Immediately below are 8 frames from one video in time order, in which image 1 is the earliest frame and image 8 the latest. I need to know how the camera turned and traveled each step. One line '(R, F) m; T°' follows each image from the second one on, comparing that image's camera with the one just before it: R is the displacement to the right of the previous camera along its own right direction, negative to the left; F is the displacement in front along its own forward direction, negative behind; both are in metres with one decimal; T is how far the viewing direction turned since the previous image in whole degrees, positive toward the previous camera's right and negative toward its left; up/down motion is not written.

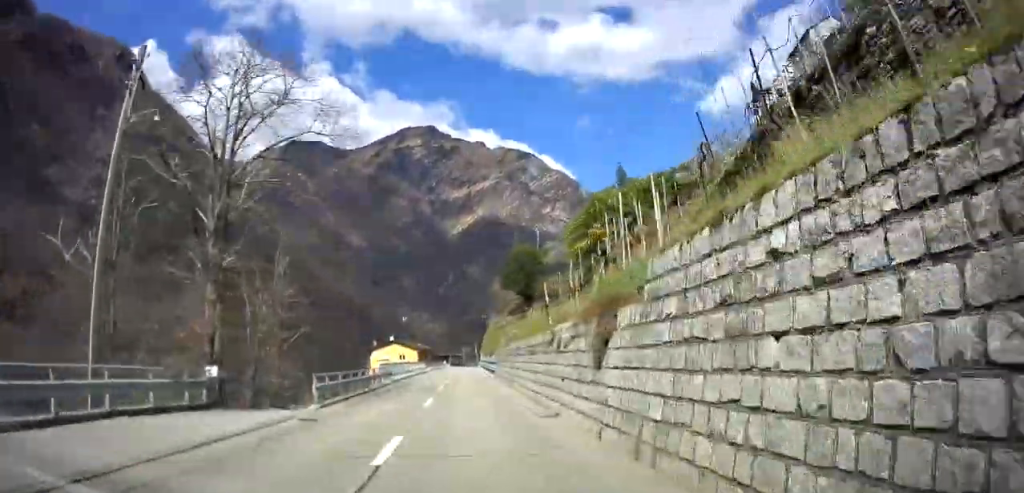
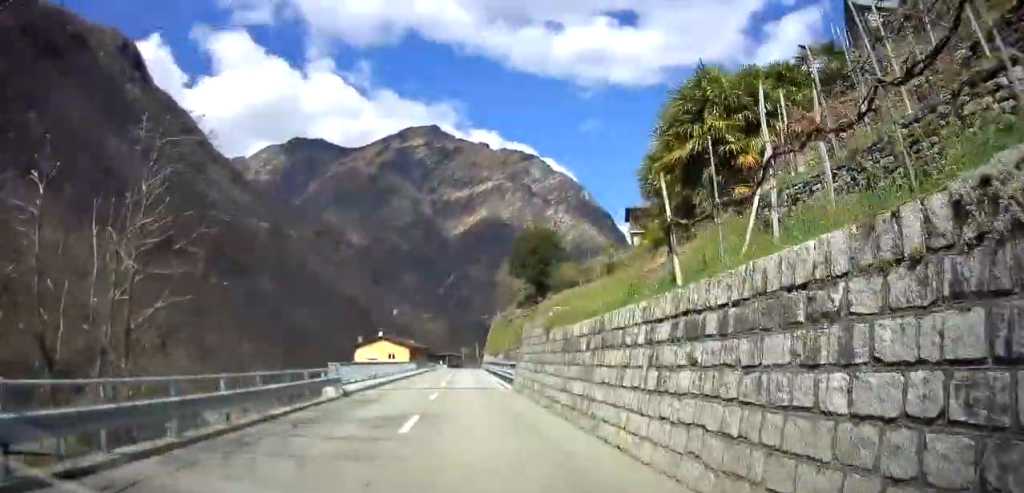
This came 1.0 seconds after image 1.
(+0.5, +15.0) m; +1°
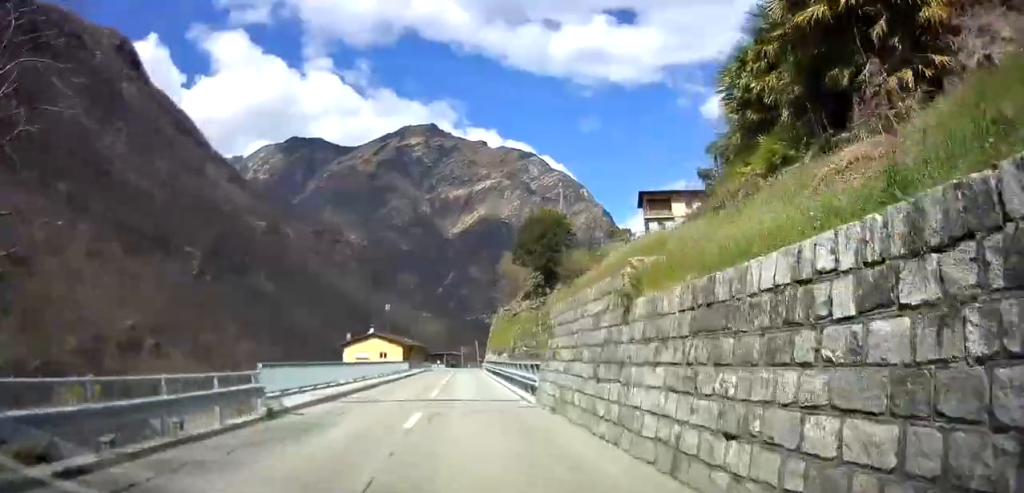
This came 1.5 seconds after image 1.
(-0.4, +8.2) m; -1°
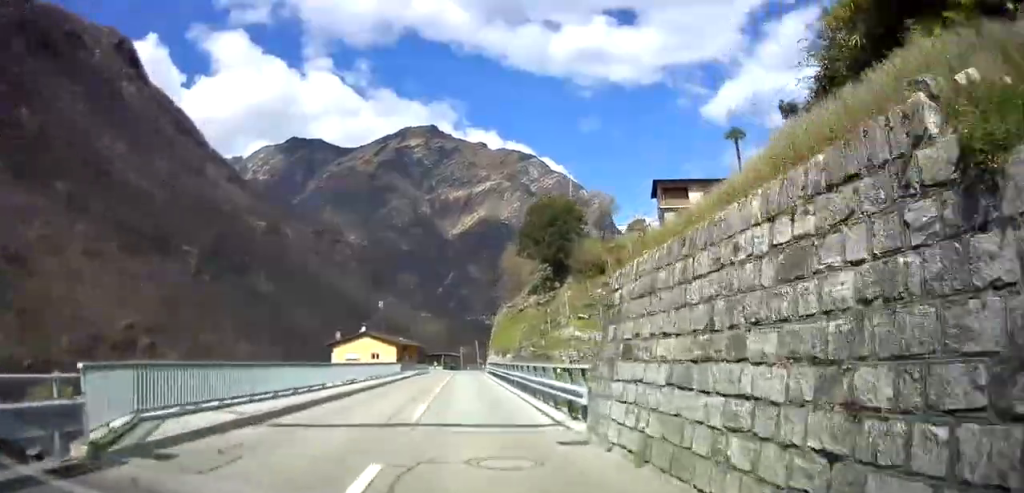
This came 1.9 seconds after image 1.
(+0.1, +6.5) m; 0°
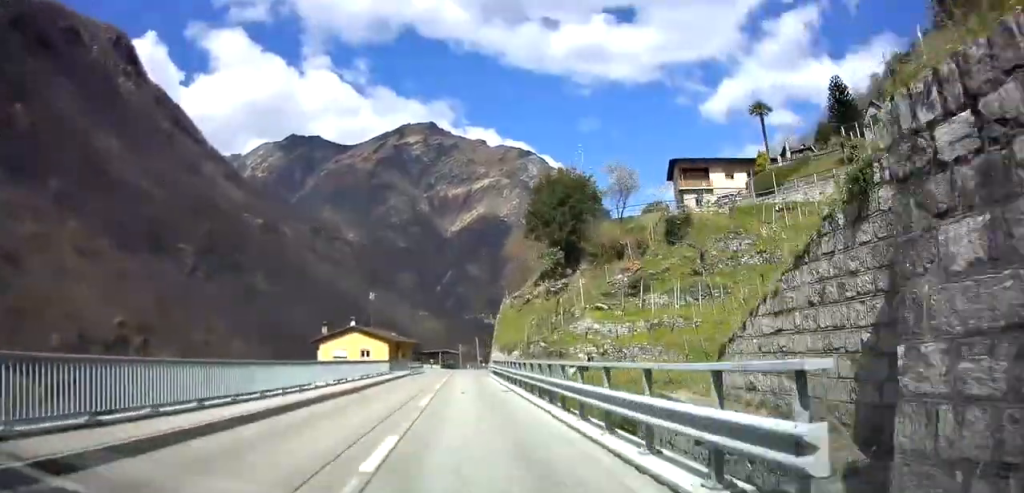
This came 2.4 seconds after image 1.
(+0.2, +7.5) m; 0°
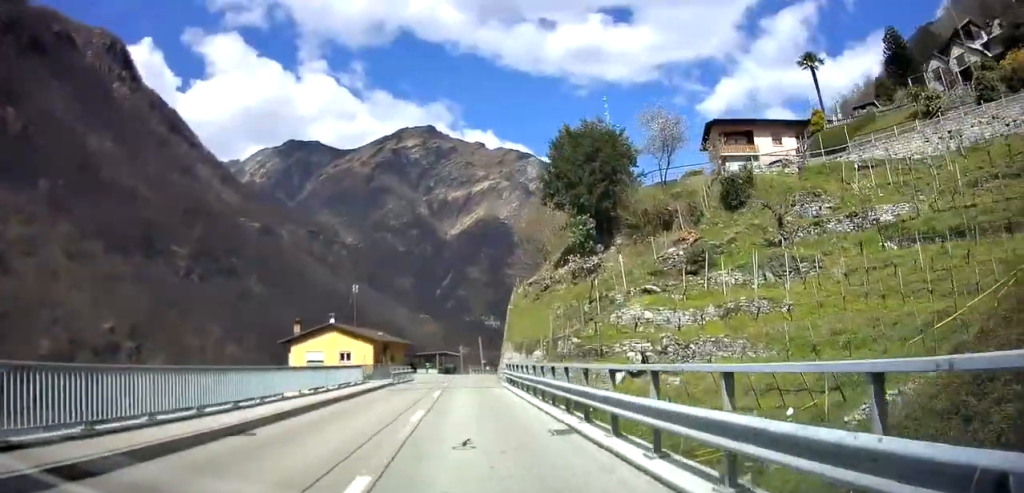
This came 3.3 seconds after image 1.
(-0.4, +12.3) m; -1°
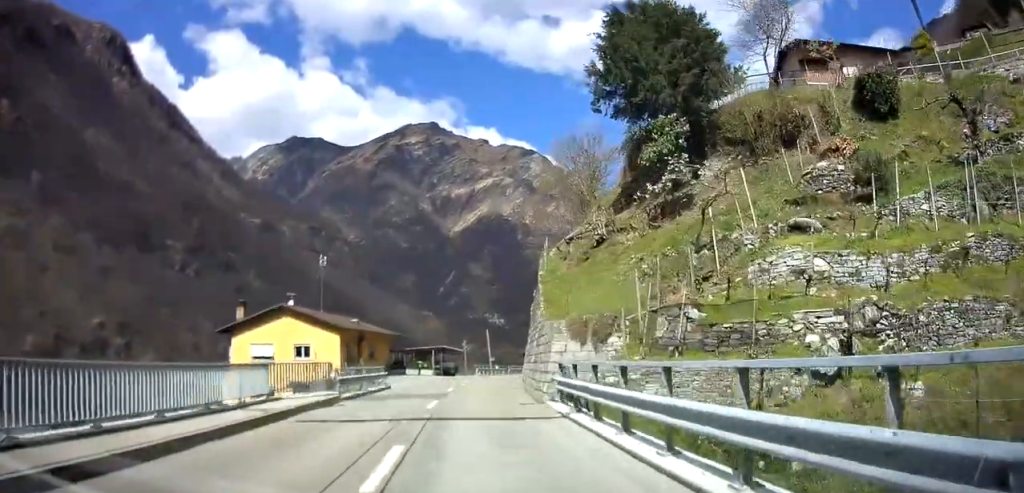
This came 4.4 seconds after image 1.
(+0.1, +16.1) m; +1°
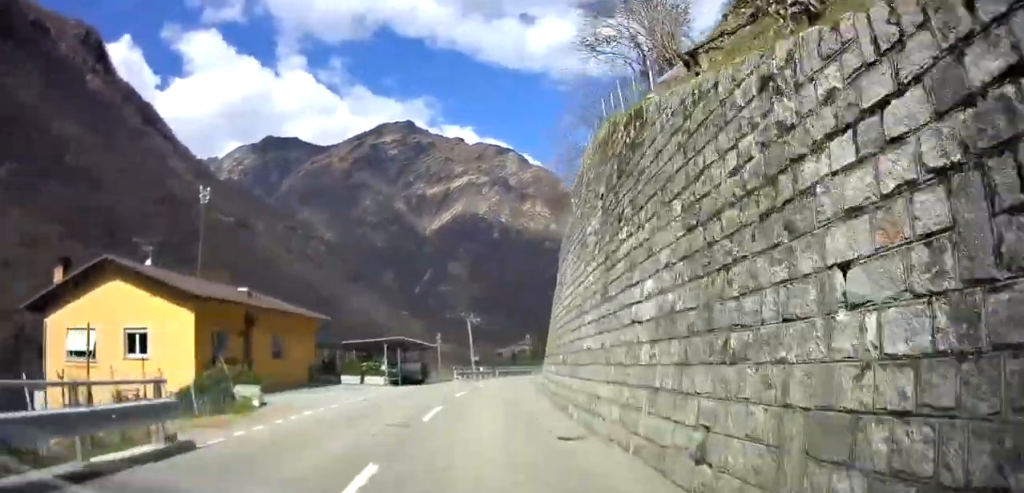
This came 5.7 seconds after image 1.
(+0.2, +19.2) m; +1°
